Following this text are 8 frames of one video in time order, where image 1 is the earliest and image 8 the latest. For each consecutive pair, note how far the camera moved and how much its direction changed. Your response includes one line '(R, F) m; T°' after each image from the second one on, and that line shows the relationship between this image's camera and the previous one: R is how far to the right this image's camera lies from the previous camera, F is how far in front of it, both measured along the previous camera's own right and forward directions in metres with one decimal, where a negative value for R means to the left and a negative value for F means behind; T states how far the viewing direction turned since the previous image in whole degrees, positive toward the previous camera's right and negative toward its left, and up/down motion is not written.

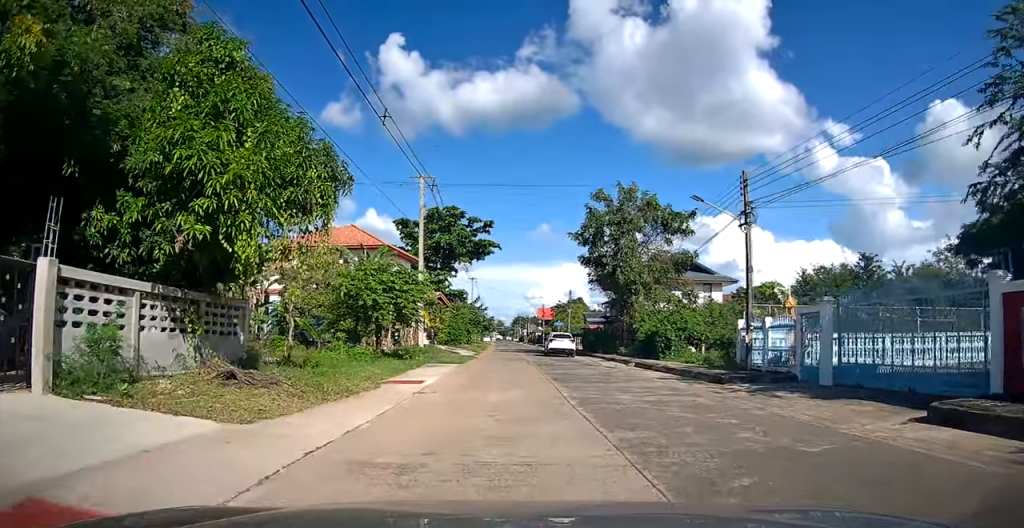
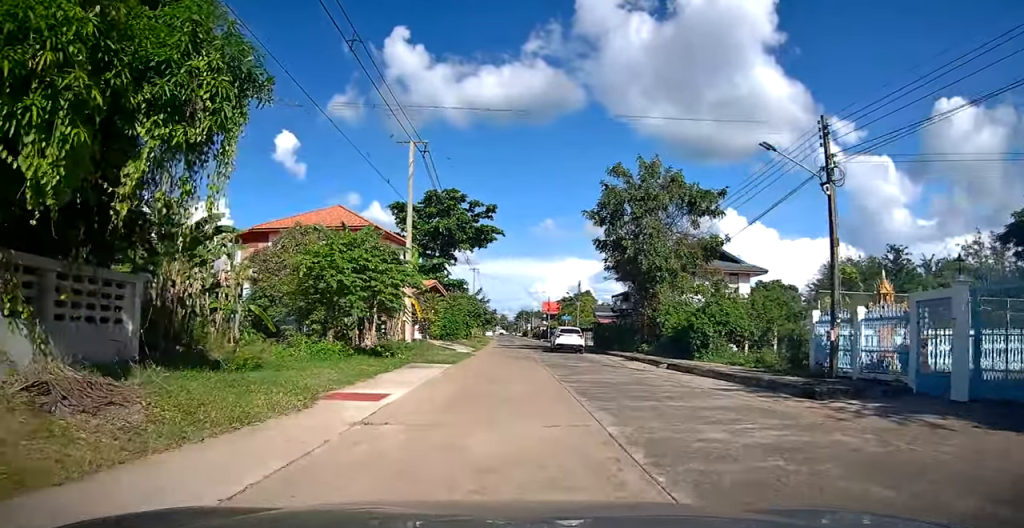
(0.0, +4.9) m; -1°
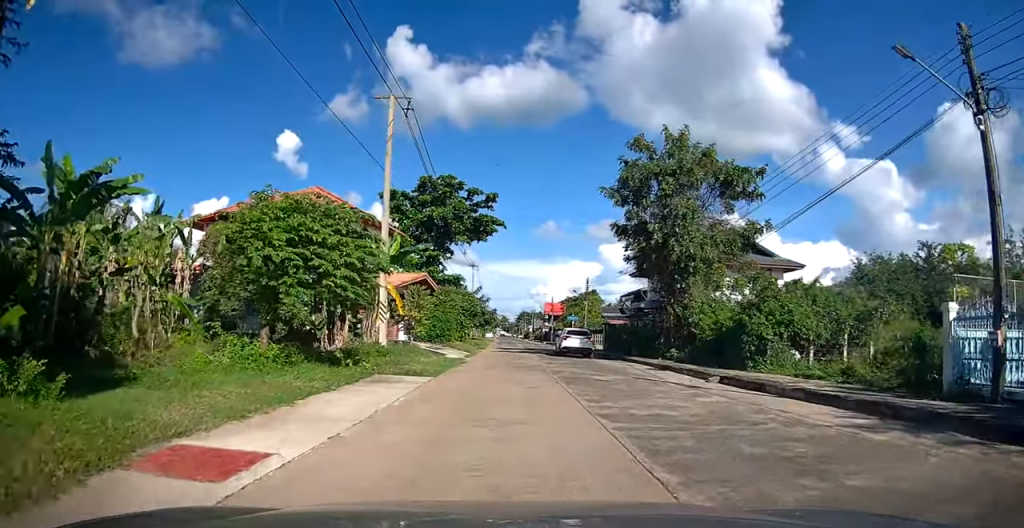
(0.0, +5.4) m; 0°
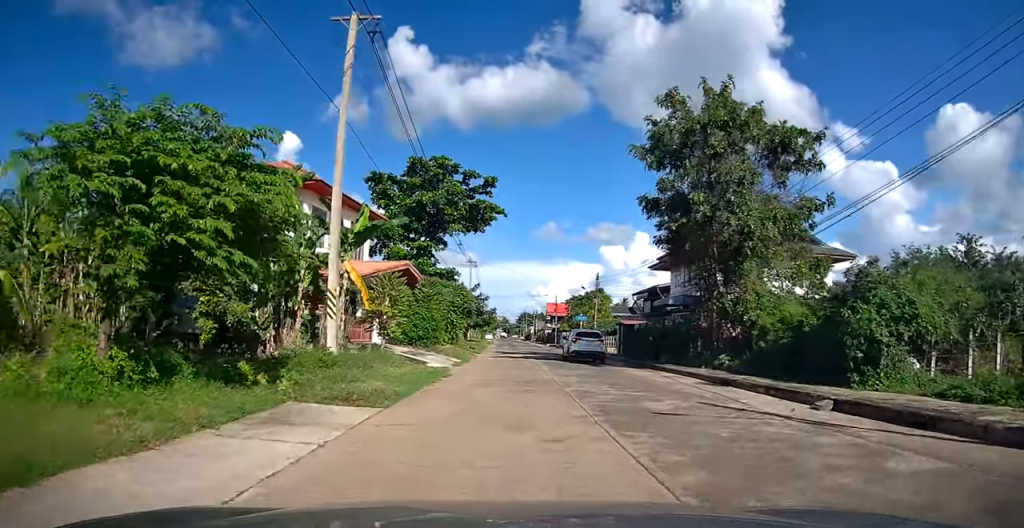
(0.0, +6.2) m; 0°
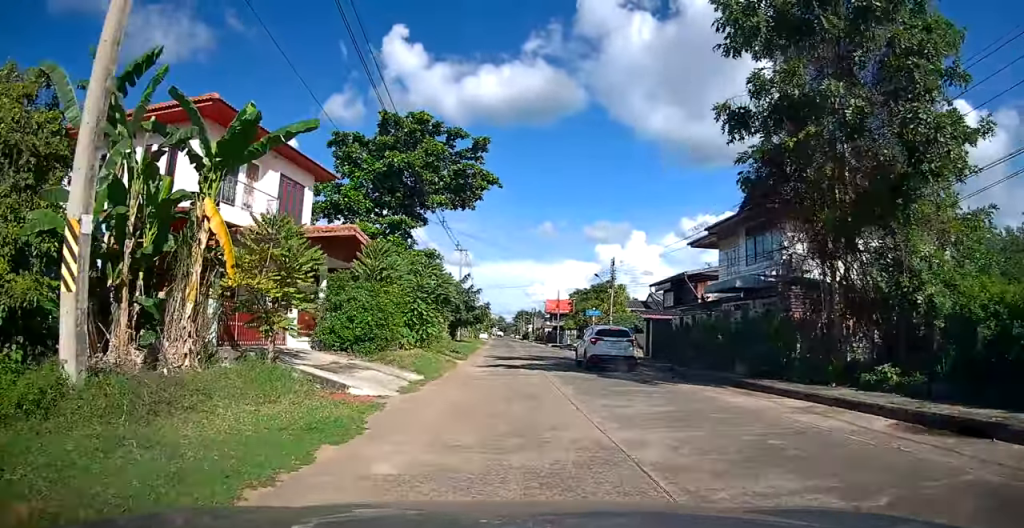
(+0.1, +9.9) m; +1°
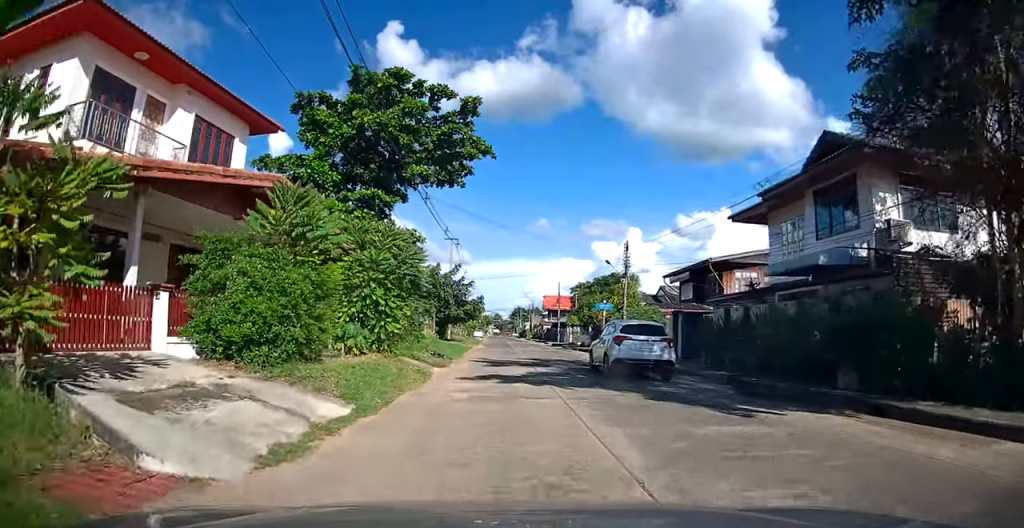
(0.0, +6.4) m; +1°
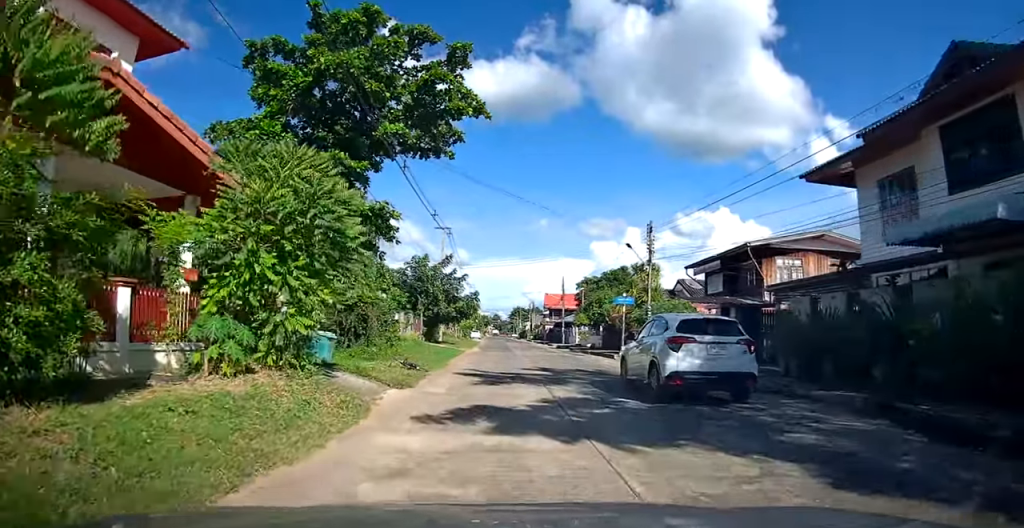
(+0.1, +6.5) m; 0°
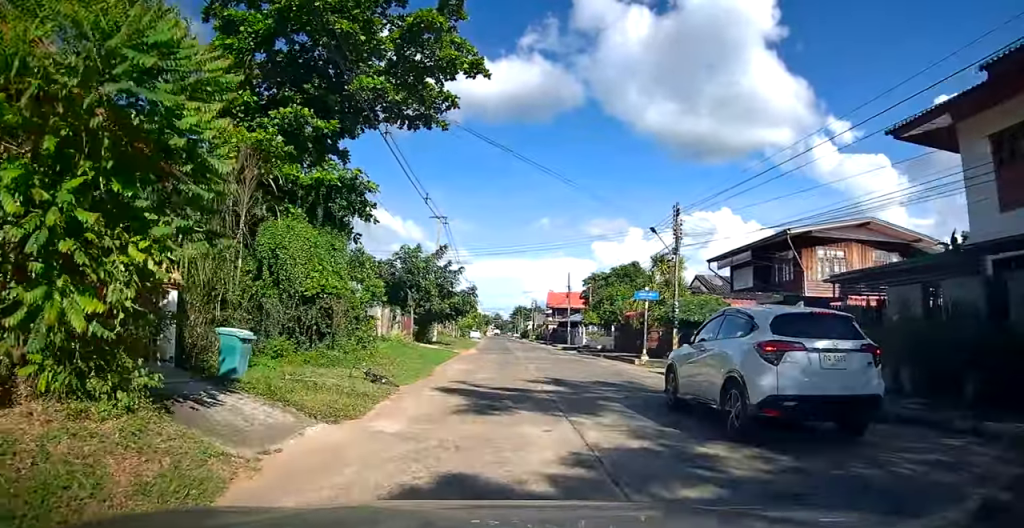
(-0.1, +4.4) m; -1°
